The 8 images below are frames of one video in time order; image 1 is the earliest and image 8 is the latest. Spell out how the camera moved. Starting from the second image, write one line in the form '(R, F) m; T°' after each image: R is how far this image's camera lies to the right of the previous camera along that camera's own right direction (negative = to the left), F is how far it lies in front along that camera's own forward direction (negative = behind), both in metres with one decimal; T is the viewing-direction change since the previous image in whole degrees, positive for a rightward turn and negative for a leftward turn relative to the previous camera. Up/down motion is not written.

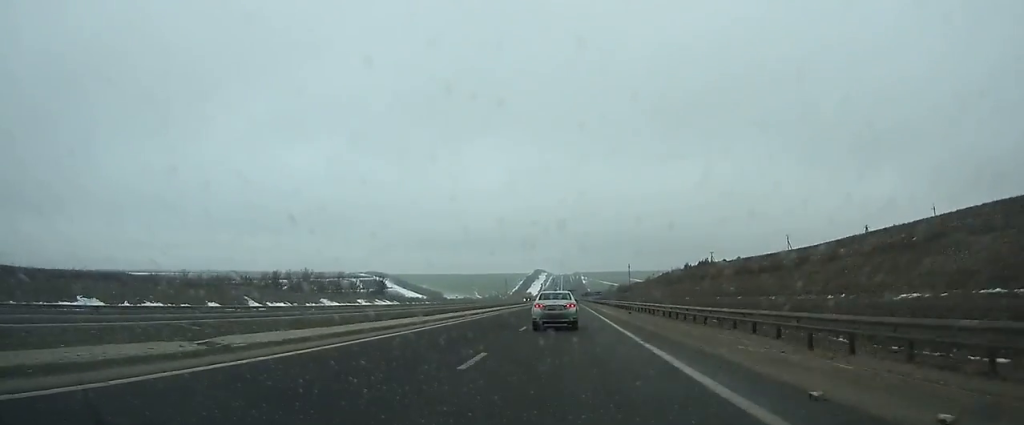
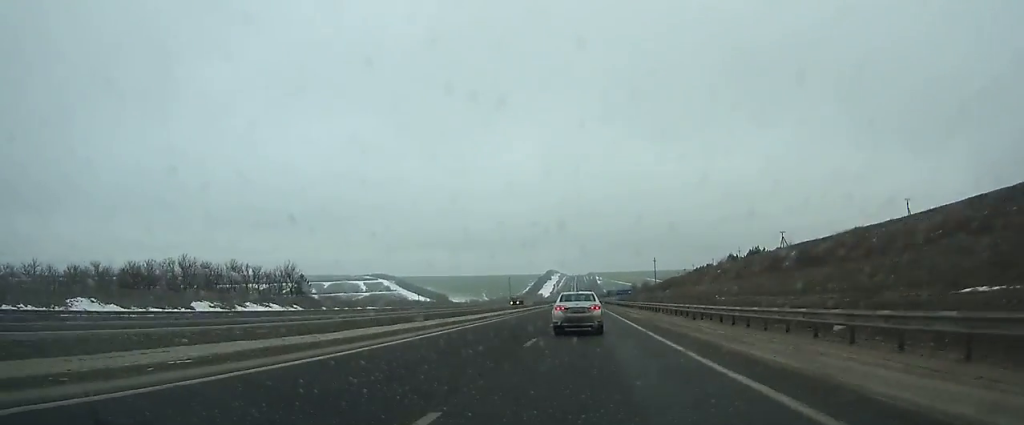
(-0.5, +66.5) m; 0°
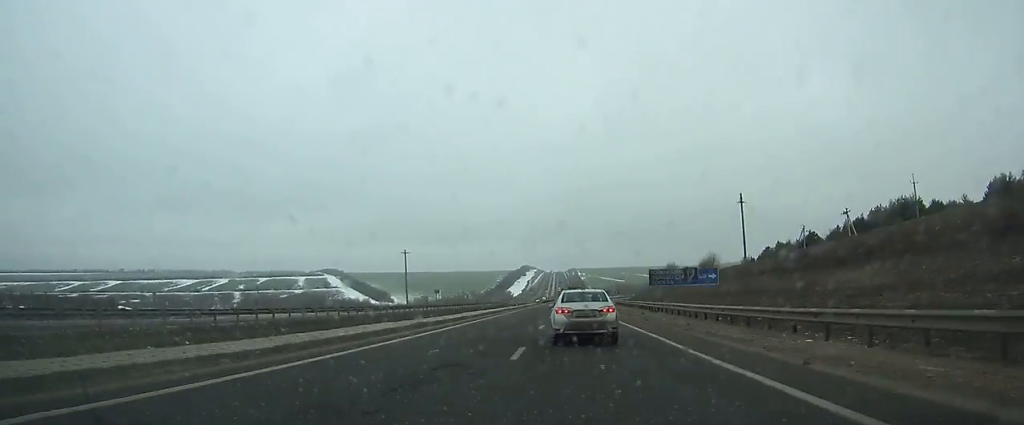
(+3.5, +207.3) m; +2°
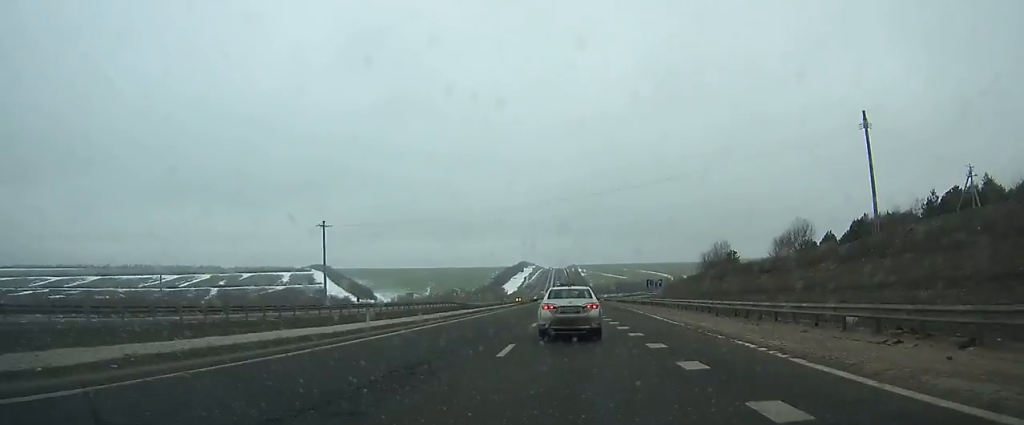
(-0.5, +62.2) m; -1°
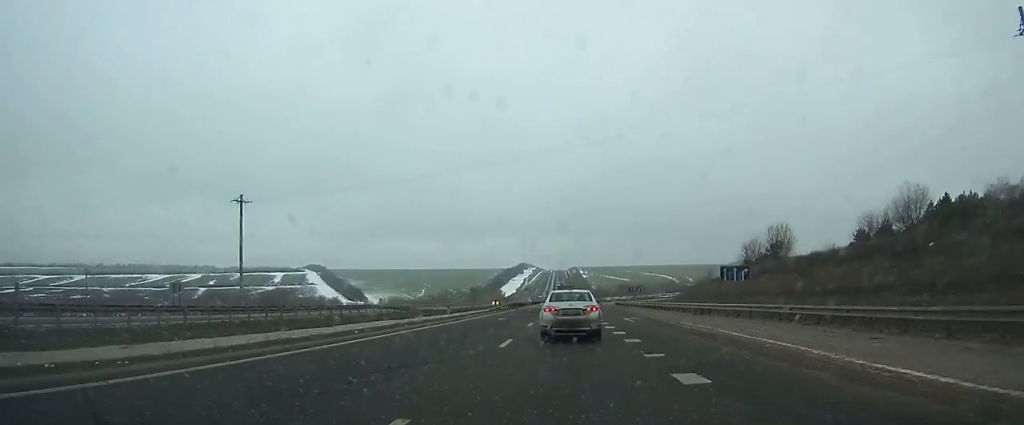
(-0.1, +33.4) m; 0°
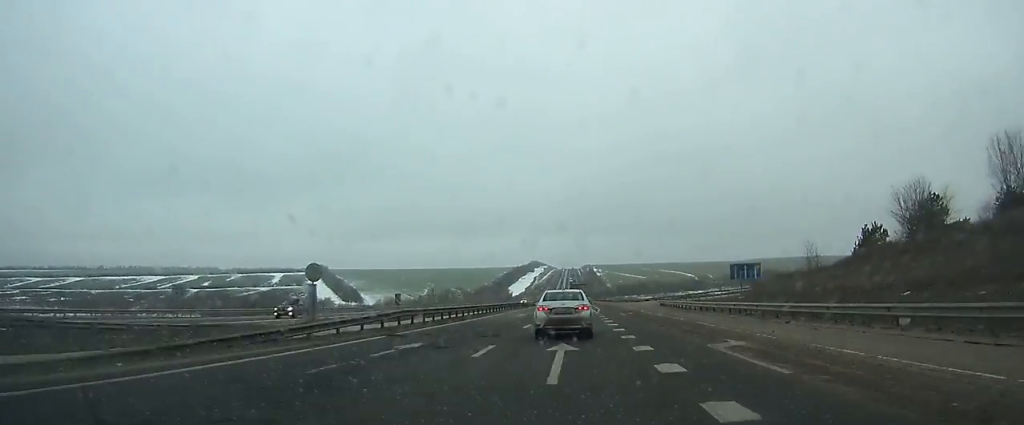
(-0.2, +51.0) m; 0°
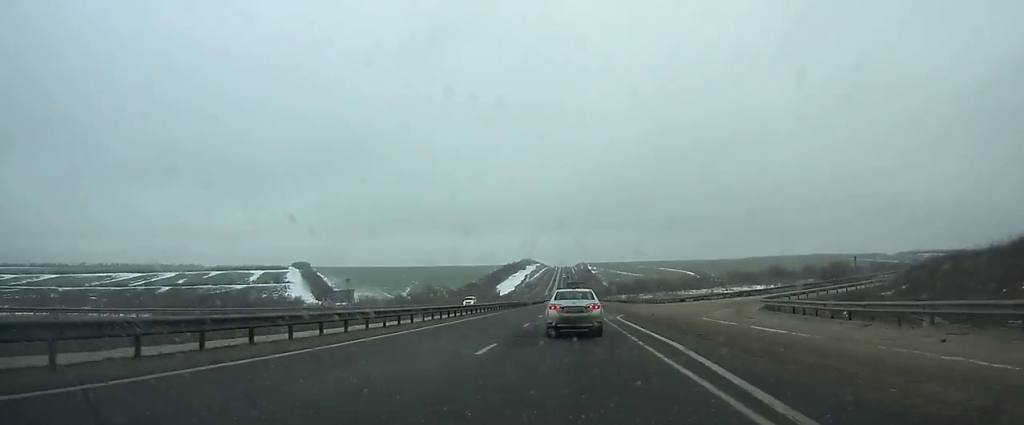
(-0.1, +48.0) m; 0°
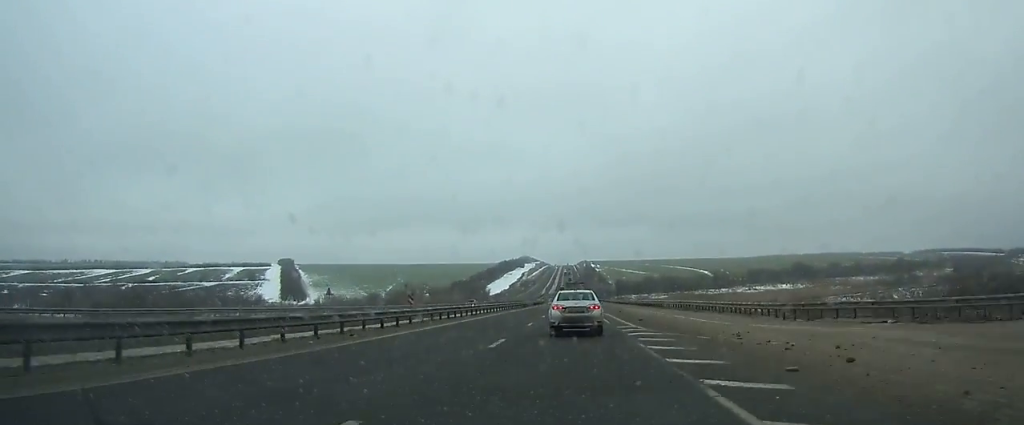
(0.0, +70.3) m; 0°
